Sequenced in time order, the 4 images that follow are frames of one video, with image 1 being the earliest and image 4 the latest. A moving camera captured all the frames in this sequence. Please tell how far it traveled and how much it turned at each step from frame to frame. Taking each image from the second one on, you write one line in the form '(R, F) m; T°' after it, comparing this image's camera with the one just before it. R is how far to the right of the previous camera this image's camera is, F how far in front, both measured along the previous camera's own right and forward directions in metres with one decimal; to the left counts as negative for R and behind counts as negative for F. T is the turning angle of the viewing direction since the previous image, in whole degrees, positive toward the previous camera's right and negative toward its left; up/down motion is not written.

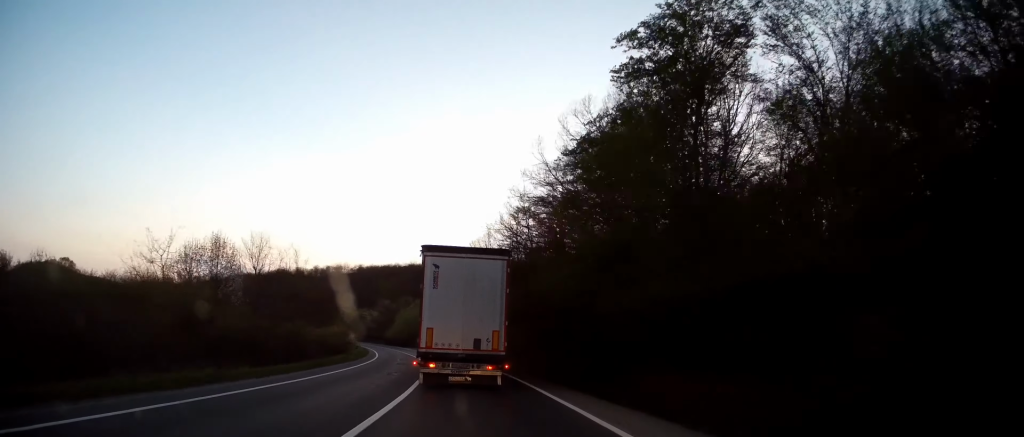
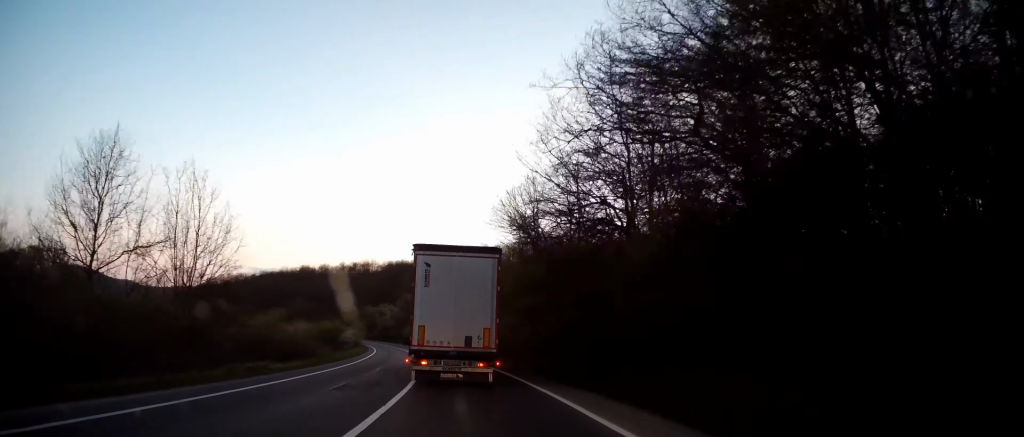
(-0.6, +20.2) m; -4°
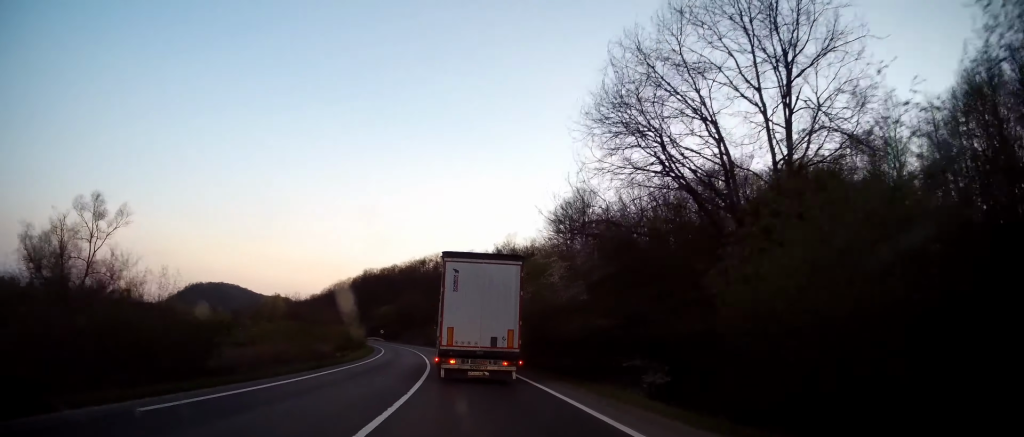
(-14.1, +93.7) m; -19°
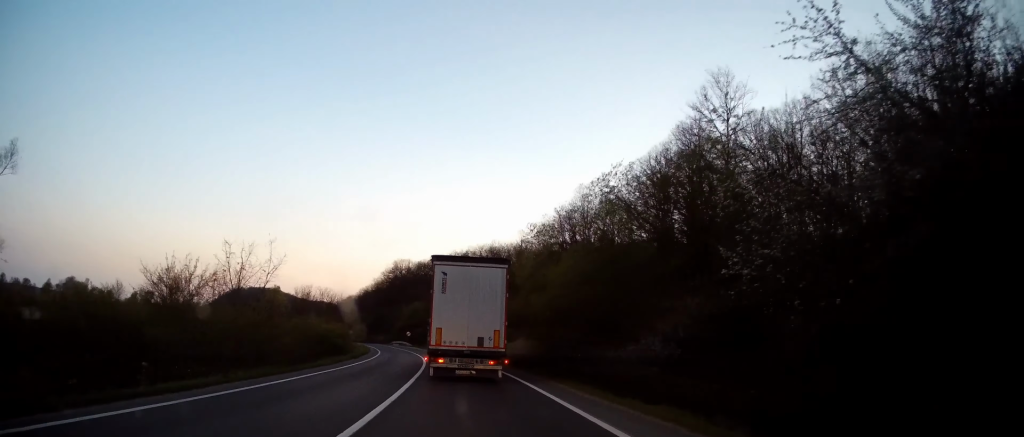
(-1.8, +28.6) m; -5°
